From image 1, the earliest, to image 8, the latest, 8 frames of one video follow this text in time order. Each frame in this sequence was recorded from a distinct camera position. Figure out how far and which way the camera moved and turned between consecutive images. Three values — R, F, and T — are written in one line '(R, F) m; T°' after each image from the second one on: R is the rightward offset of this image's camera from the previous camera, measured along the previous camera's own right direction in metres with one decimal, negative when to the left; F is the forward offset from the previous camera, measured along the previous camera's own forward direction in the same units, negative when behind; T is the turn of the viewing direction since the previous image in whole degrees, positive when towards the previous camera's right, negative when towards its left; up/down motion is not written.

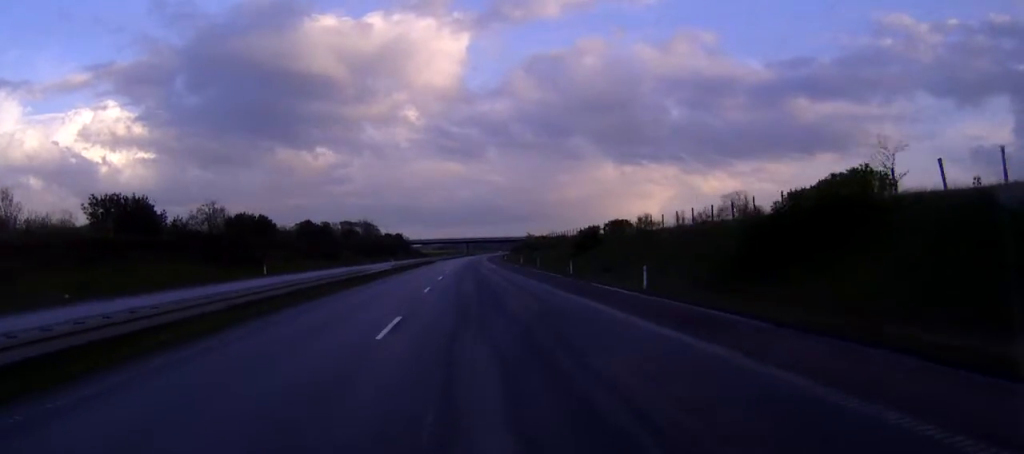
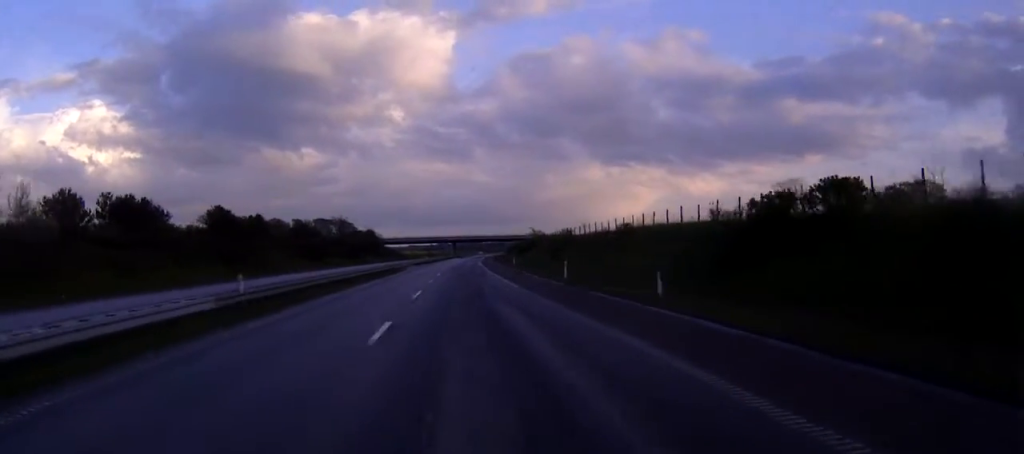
(+0.4, +46.3) m; +1°
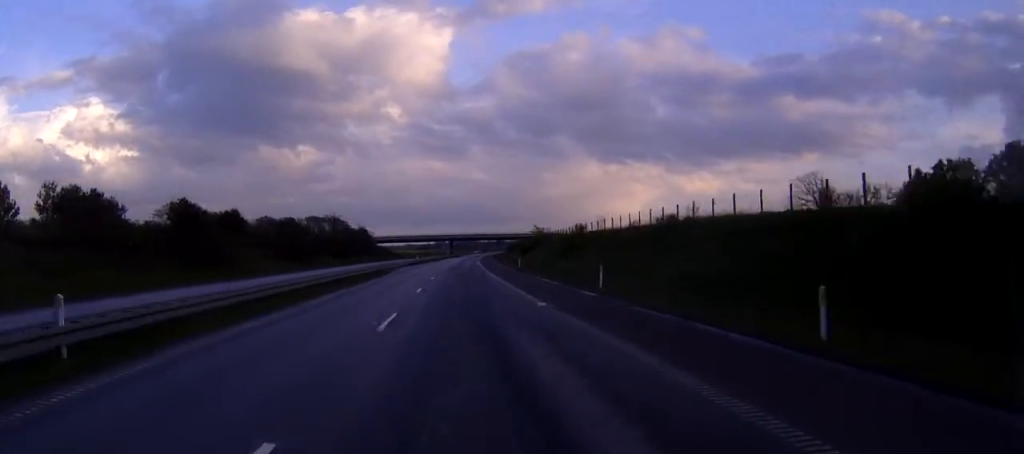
(0.0, +12.1) m; 0°
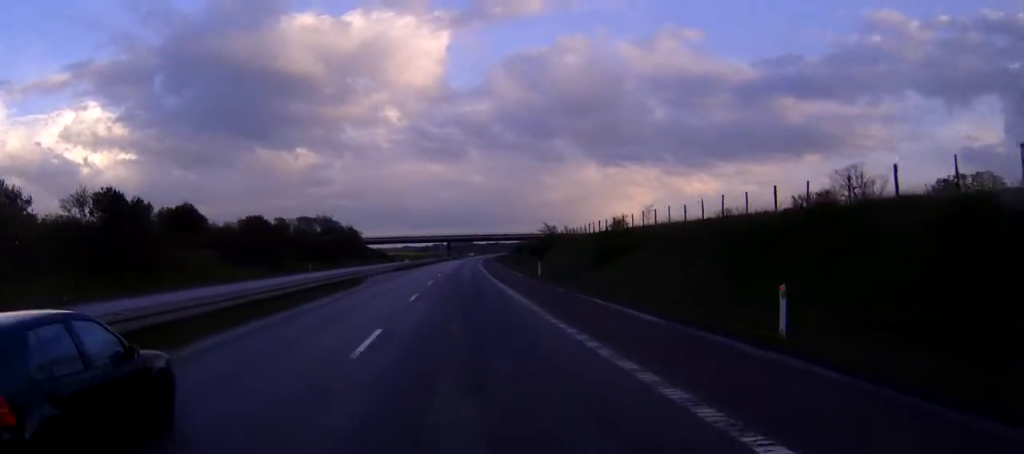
(+0.1, +19.0) m; 0°
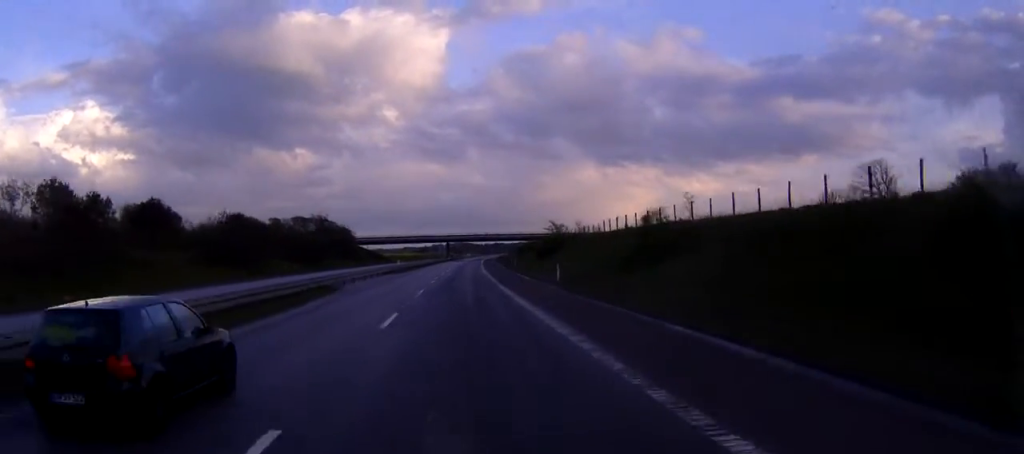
(0.0, +10.4) m; 0°
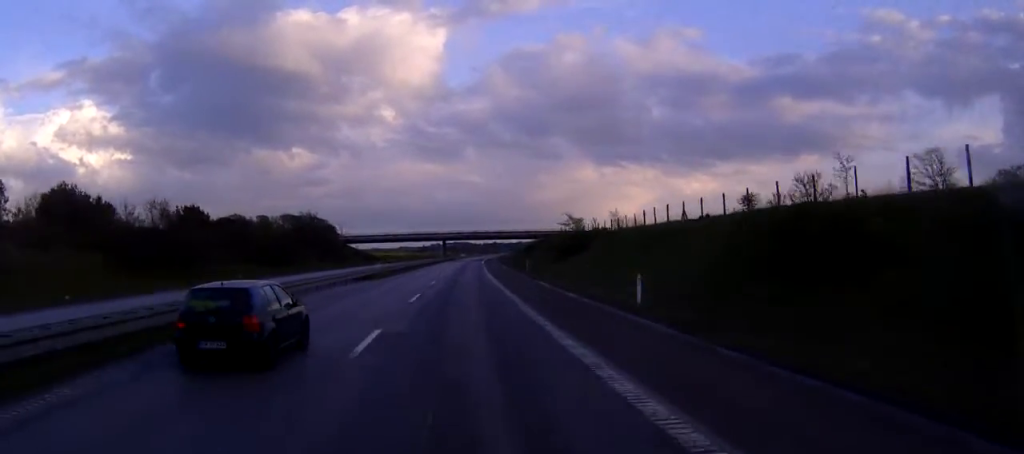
(0.0, +19.9) m; 0°
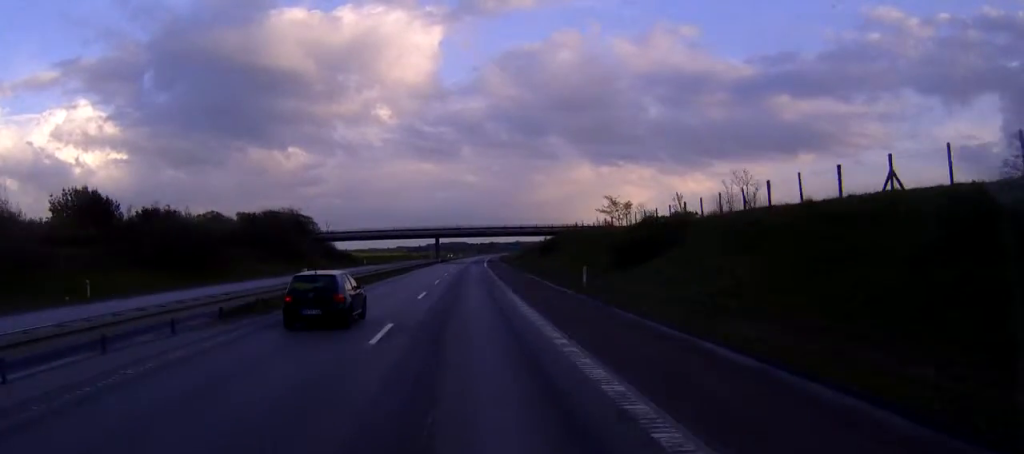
(+0.1, +28.6) m; 0°
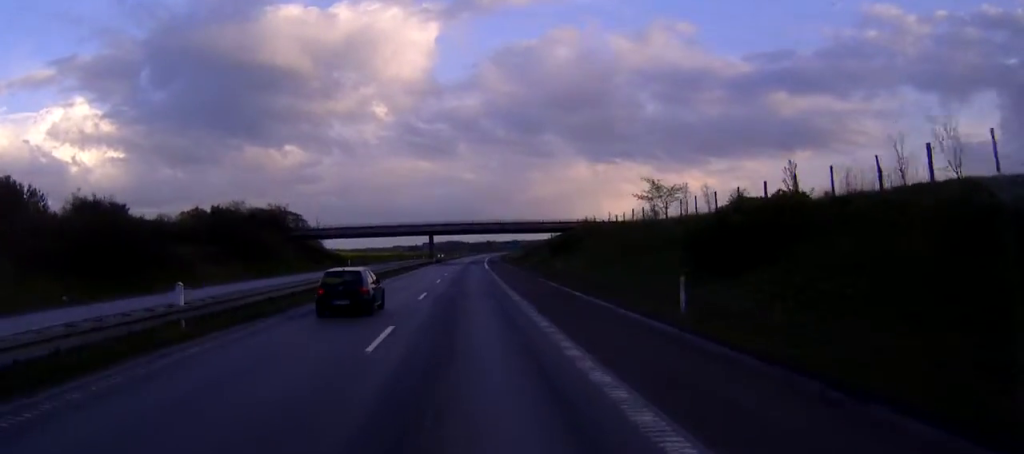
(0.0, +15.7) m; 0°
